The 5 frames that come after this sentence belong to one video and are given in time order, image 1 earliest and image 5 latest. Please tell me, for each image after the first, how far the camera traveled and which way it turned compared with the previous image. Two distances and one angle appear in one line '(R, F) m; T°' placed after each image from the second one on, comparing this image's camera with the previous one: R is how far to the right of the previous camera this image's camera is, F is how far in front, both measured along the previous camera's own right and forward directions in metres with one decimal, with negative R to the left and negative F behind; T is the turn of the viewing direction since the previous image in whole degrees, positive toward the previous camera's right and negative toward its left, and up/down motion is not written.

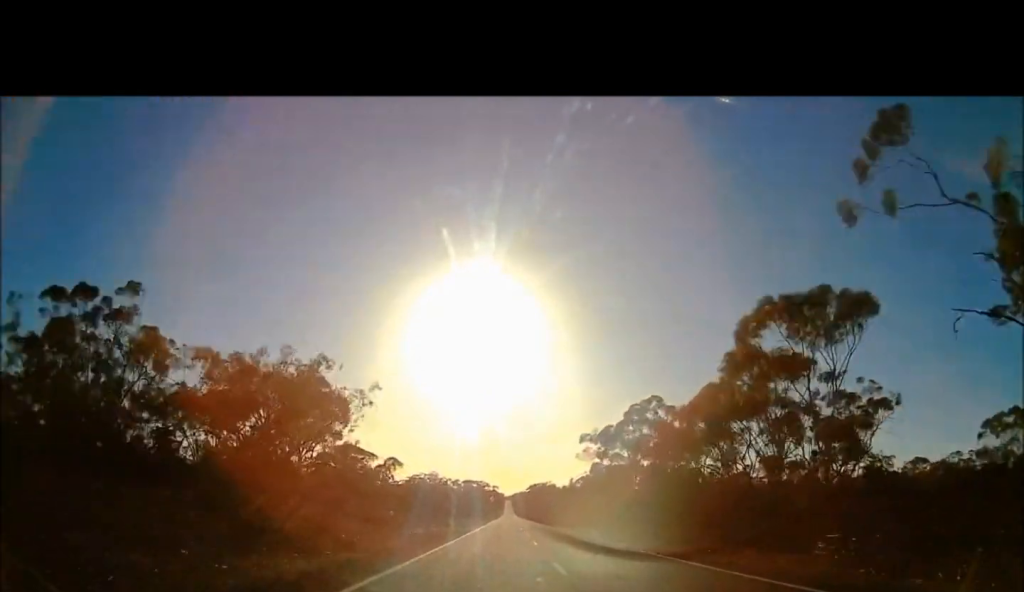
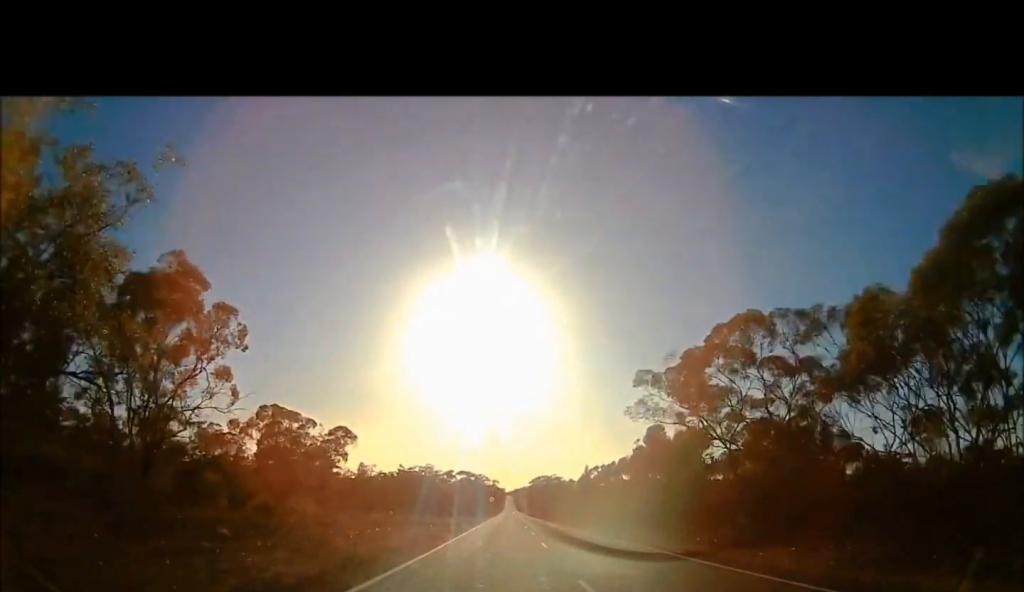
(0.0, +28.2) m; 0°
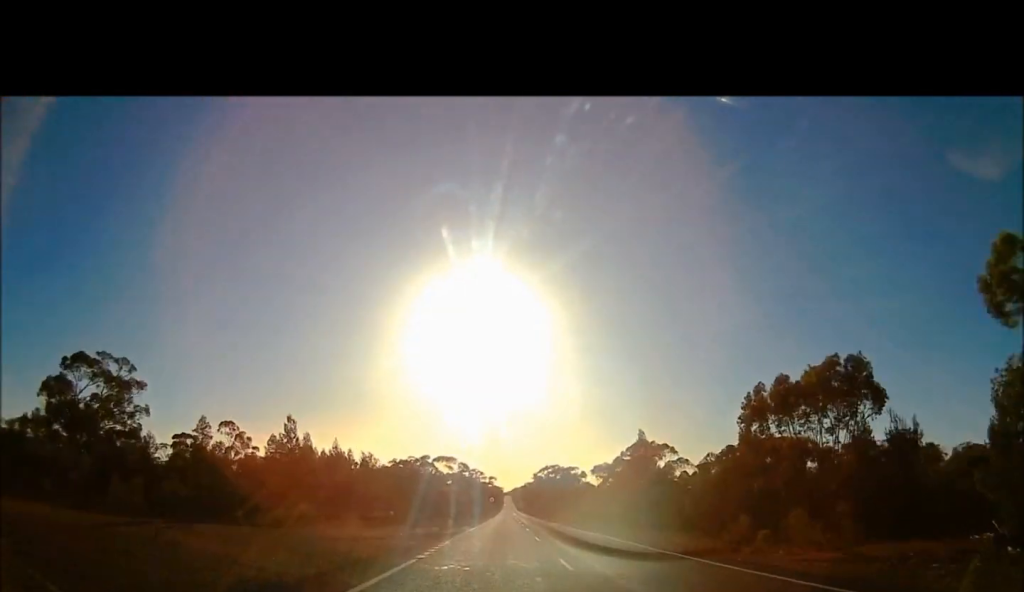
(0.0, +53.9) m; 0°
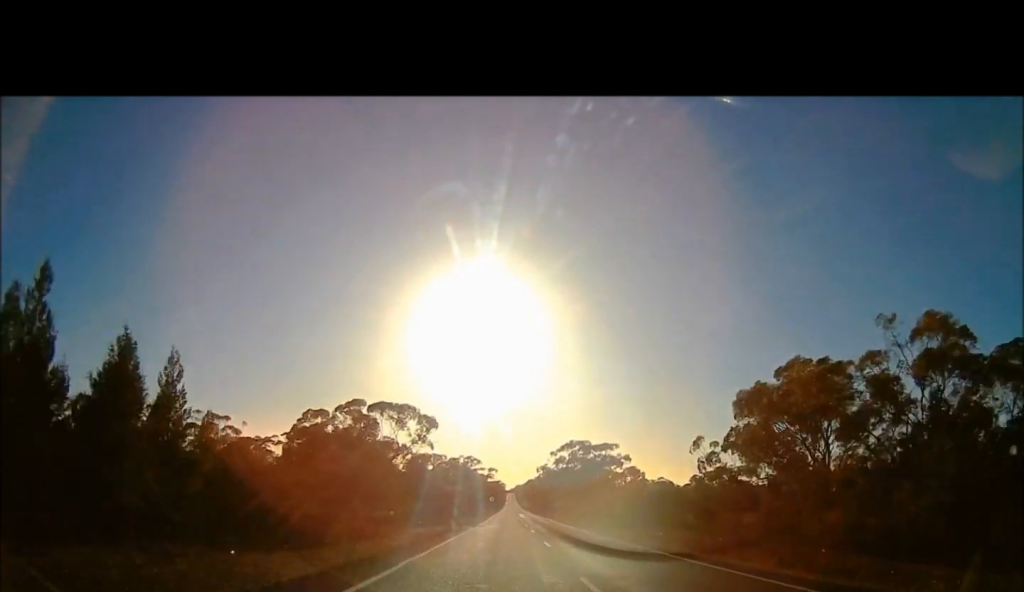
(0.0, +63.8) m; 0°
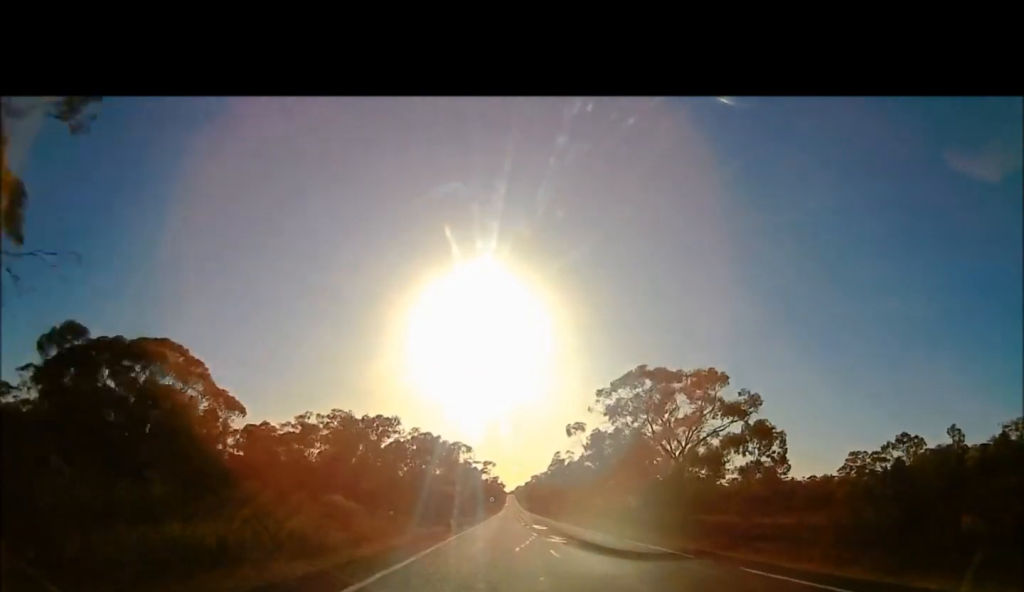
(0.0, +64.5) m; 0°
